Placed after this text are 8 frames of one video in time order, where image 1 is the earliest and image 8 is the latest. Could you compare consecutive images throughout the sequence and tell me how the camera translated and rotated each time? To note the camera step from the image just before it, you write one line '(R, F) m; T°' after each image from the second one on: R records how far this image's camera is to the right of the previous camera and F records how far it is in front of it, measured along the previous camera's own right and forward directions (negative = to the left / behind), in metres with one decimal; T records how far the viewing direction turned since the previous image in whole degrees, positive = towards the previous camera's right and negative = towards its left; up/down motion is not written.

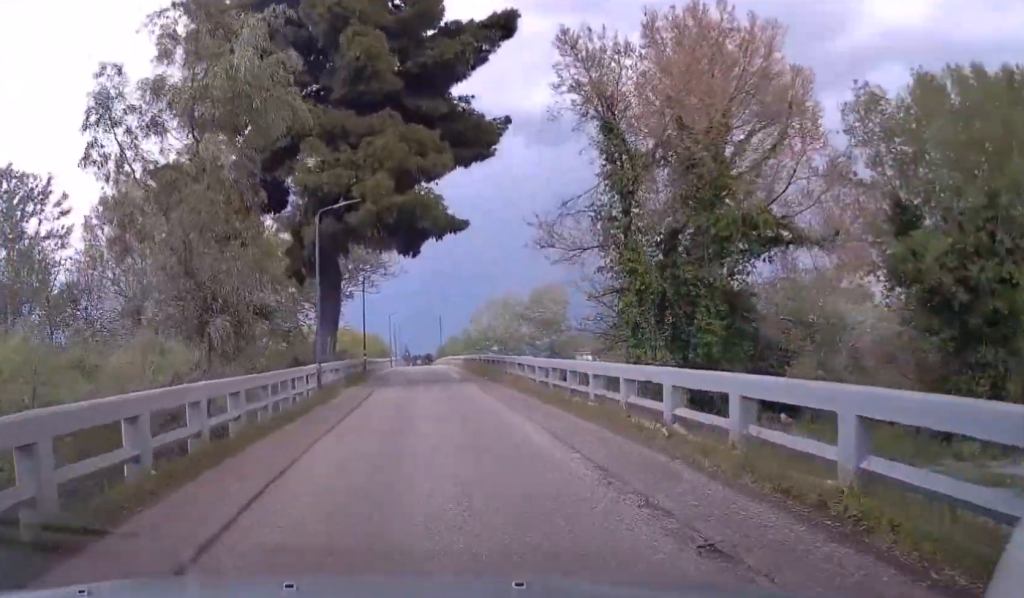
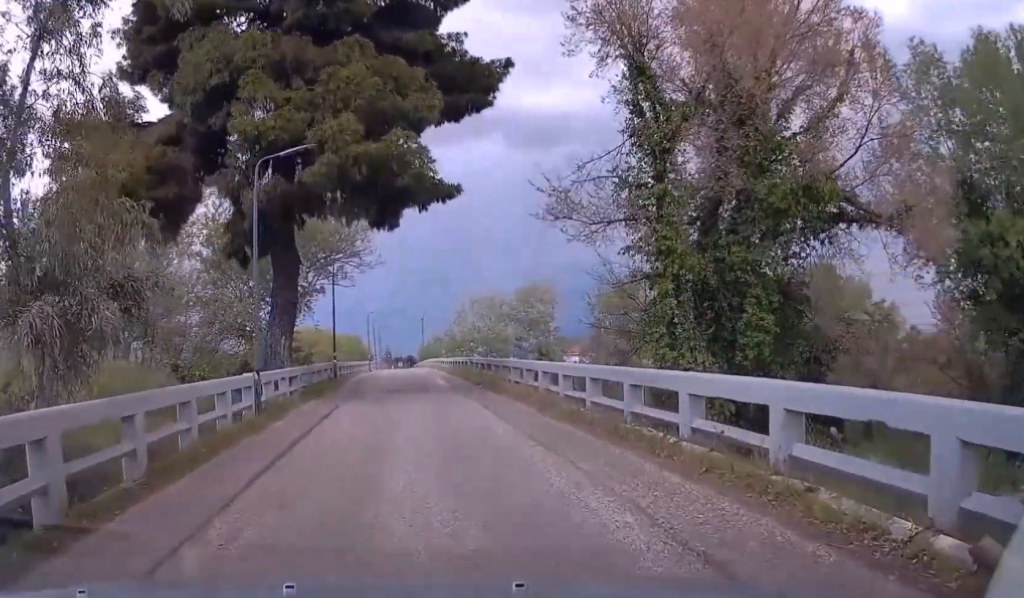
(+0.2, +5.4) m; +1°
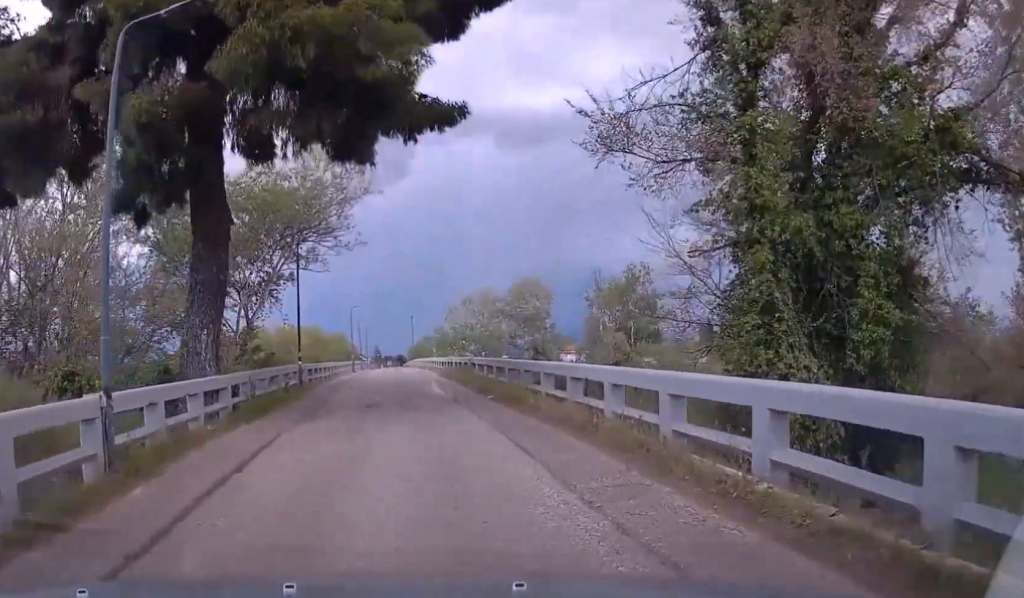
(-0.1, +6.6) m; 0°
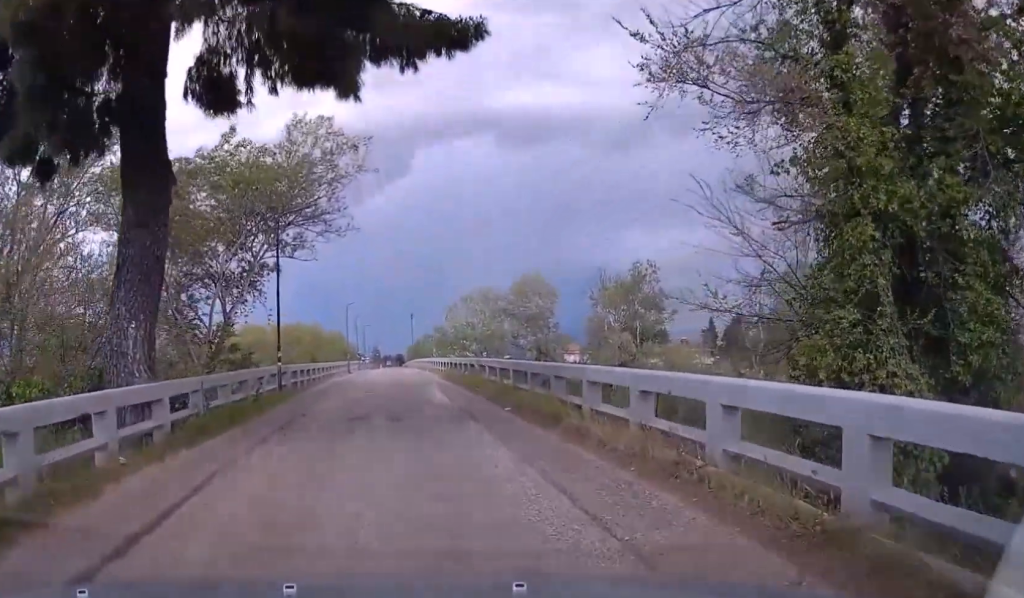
(+0.1, +3.6) m; 0°
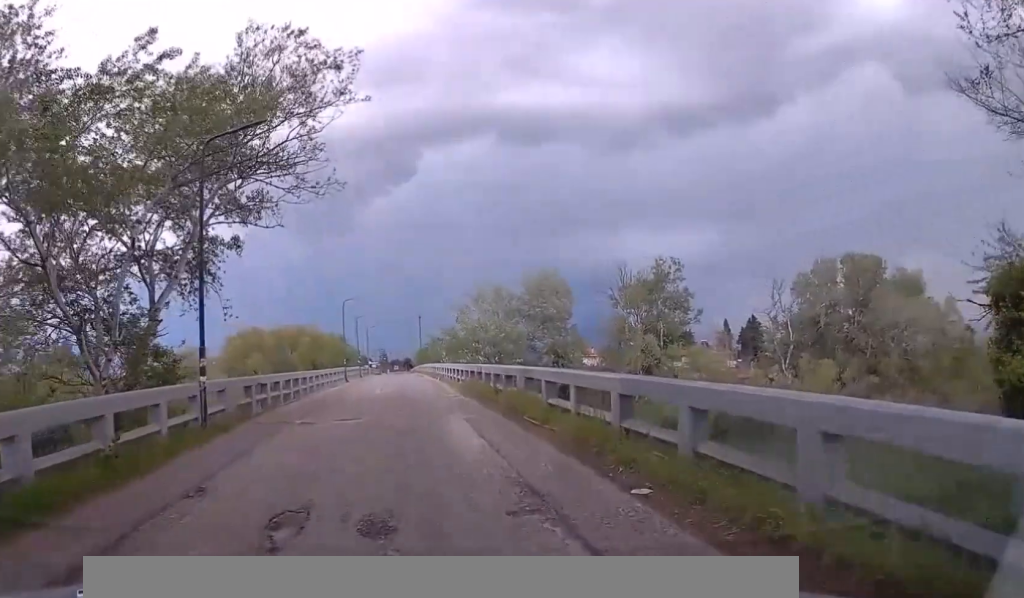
(0.0, +8.4) m; 0°
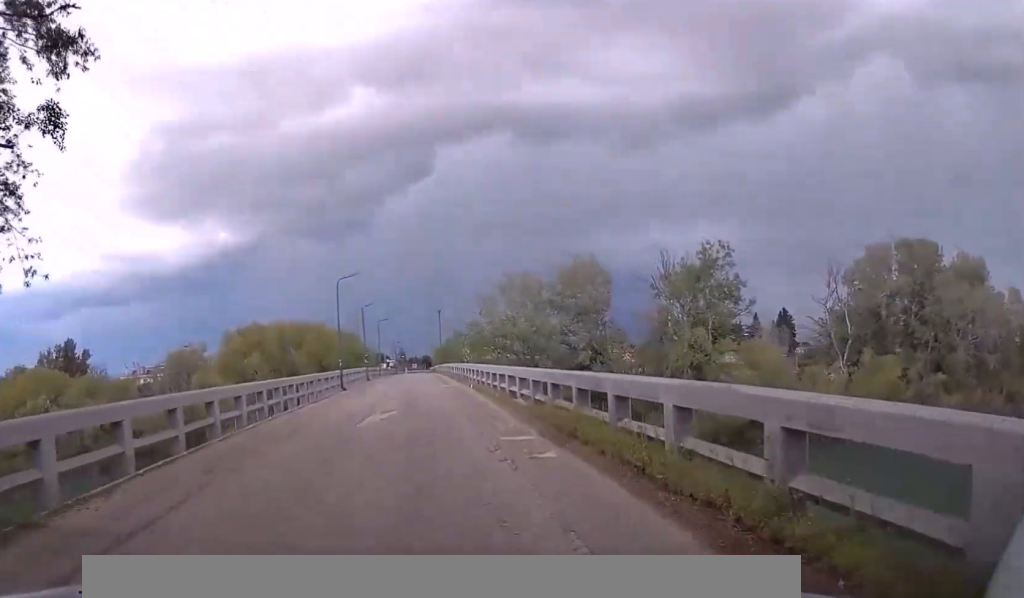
(+0.2, +13.1) m; 0°
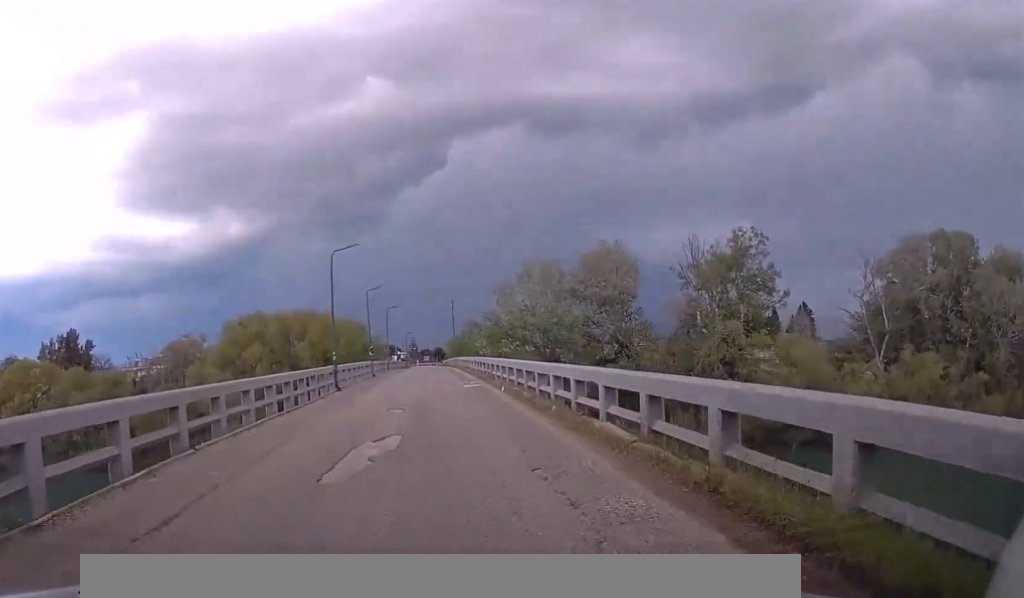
(-0.2, +7.3) m; -2°
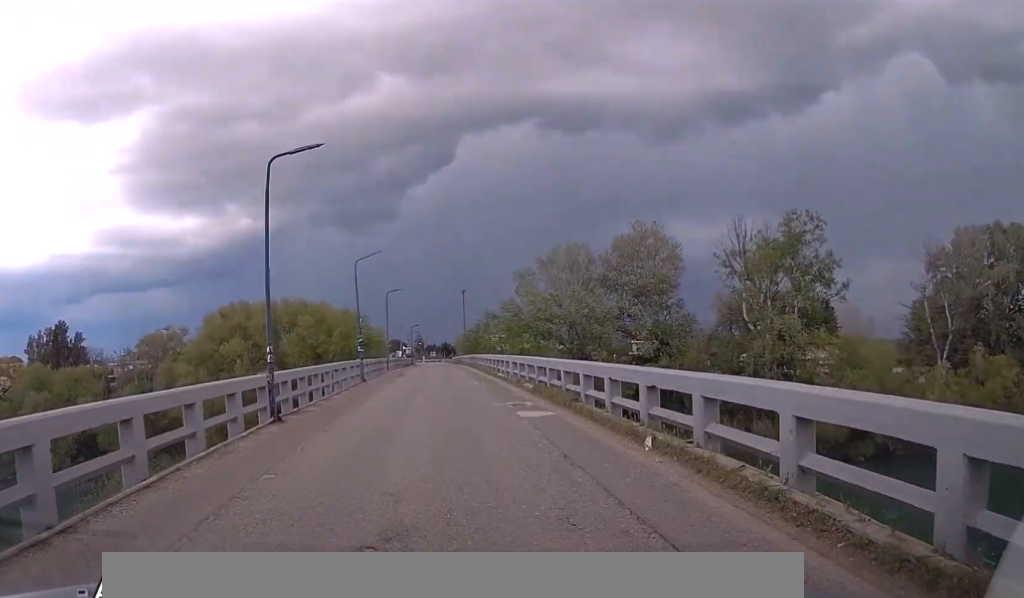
(-0.3, +14.2) m; -1°
